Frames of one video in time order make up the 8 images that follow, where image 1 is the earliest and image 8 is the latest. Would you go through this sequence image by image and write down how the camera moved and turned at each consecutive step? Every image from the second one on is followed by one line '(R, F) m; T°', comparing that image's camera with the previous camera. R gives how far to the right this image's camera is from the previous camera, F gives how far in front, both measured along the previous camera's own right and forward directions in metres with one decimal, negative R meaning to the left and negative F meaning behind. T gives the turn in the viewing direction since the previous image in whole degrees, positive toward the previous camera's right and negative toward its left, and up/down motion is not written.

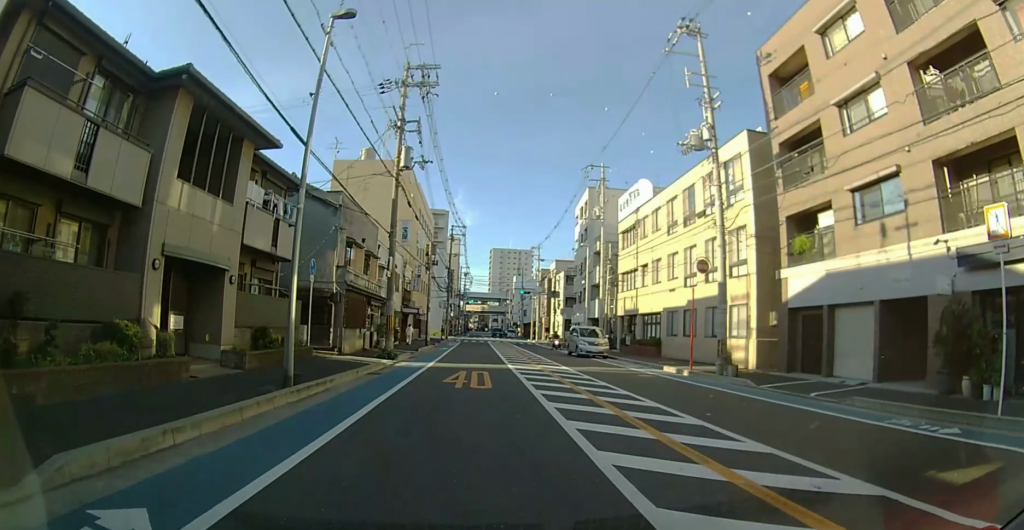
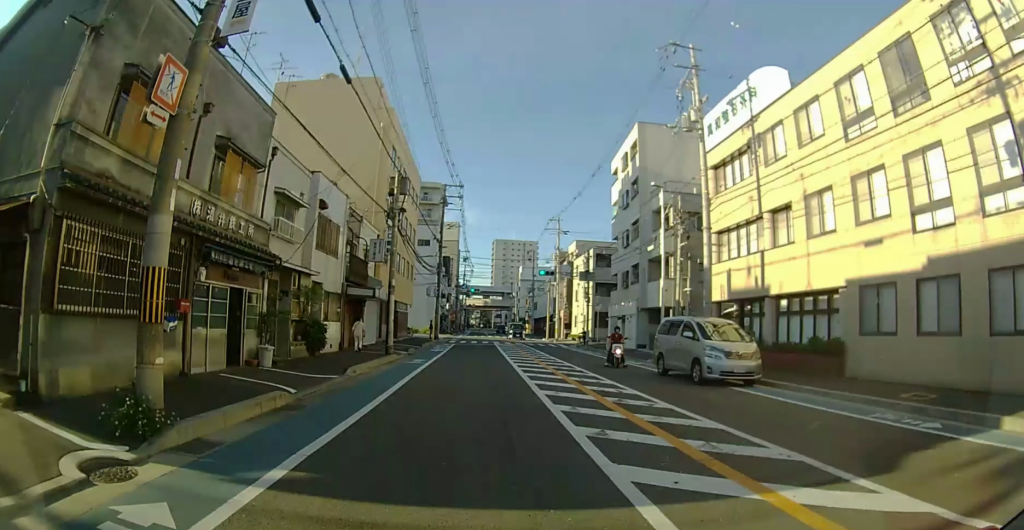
(-0.6, +17.6) m; -4°
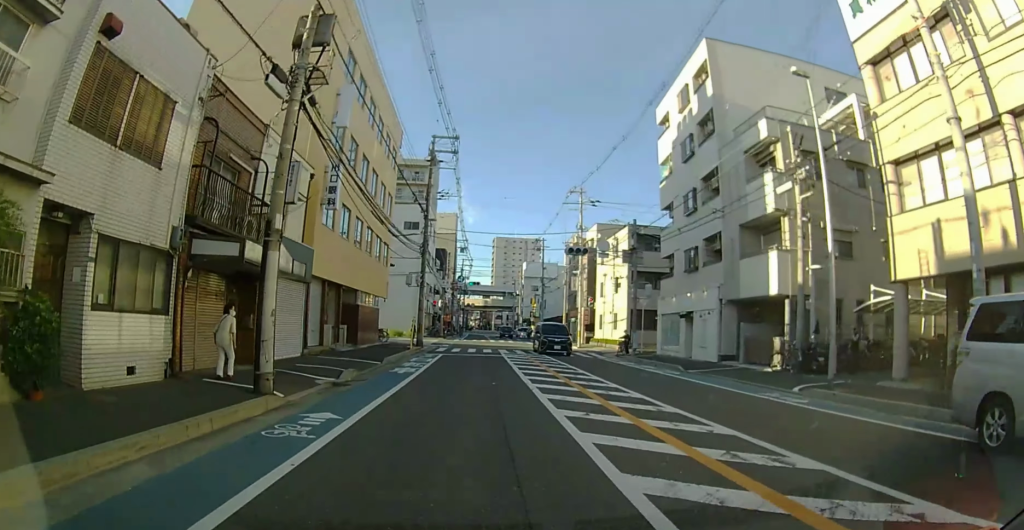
(0.0, +12.8) m; +2°
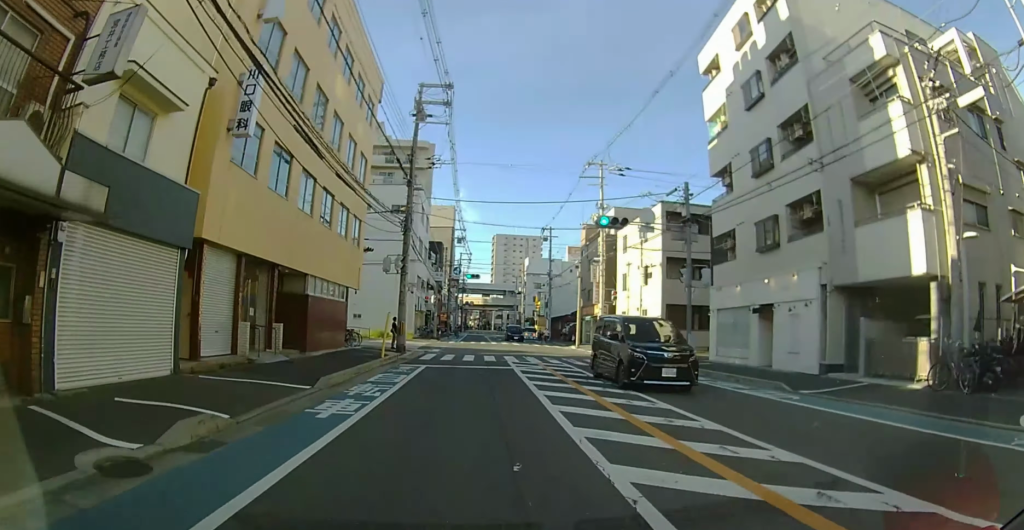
(+0.3, +7.9) m; +2°
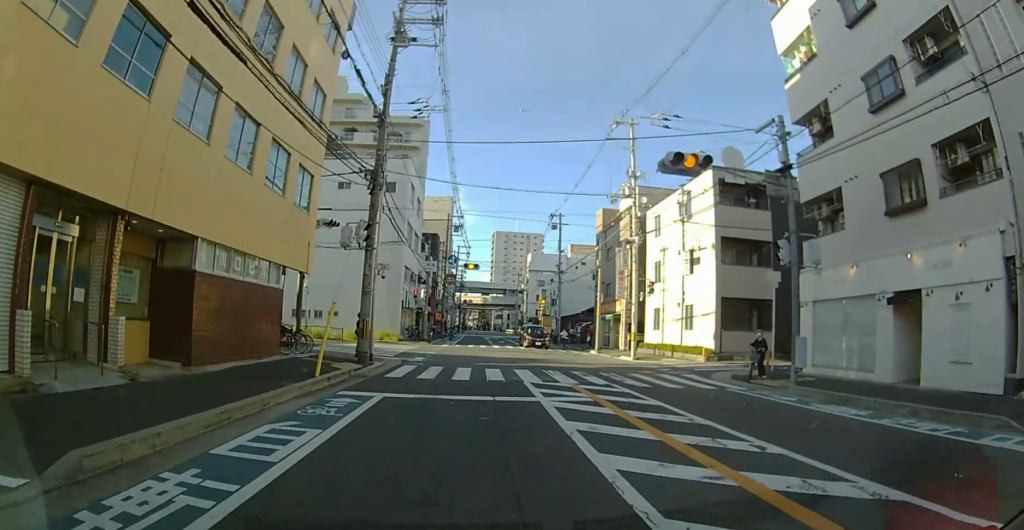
(0.0, +7.8) m; 0°
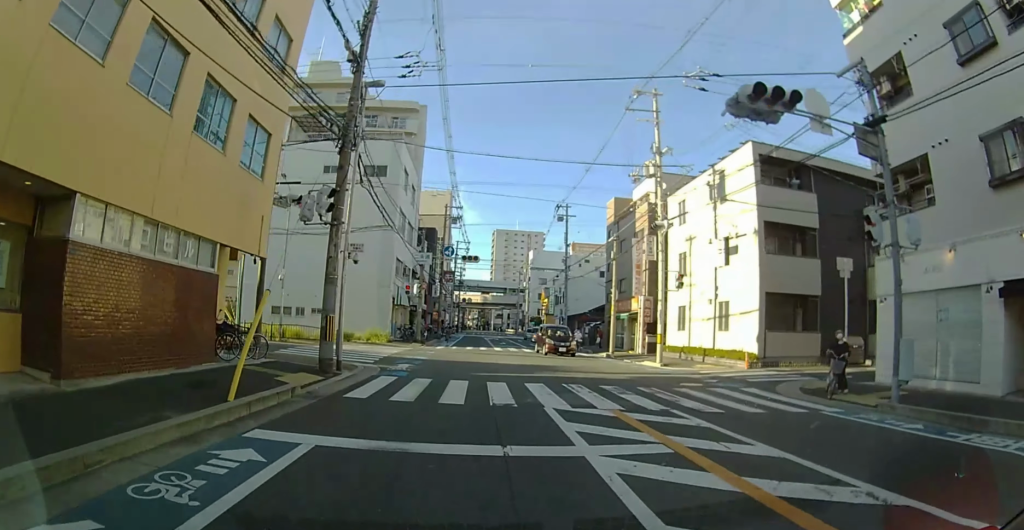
(0.0, +4.5) m; 0°
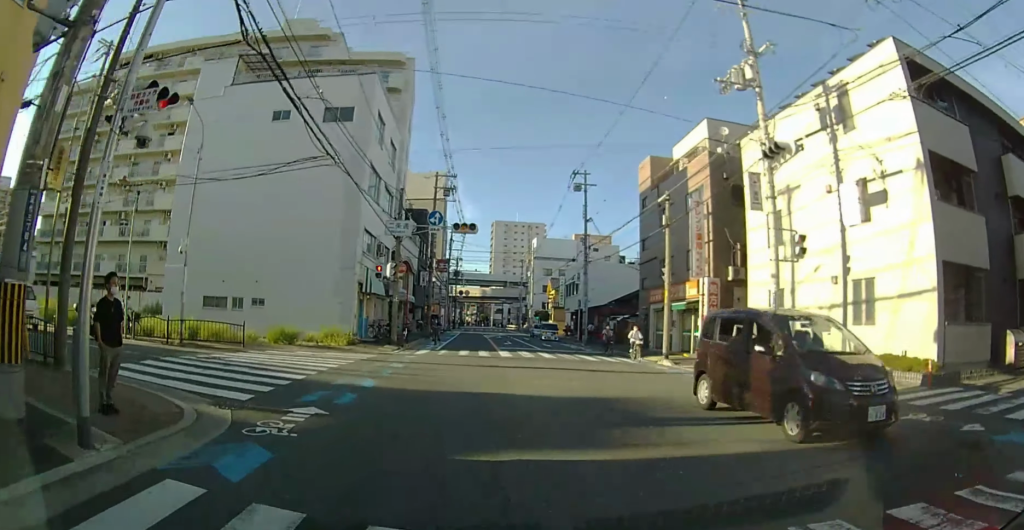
(0.0, +9.8) m; 0°
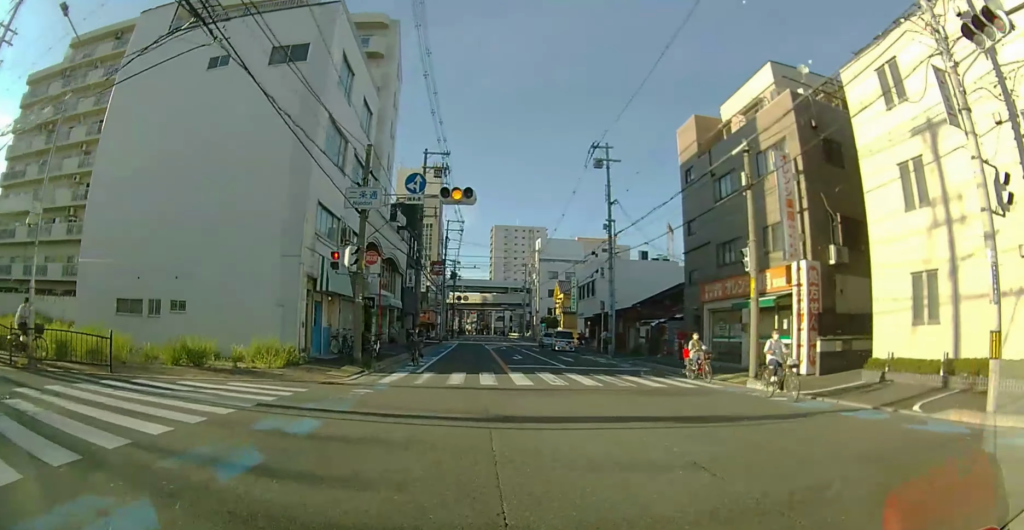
(0.0, +8.4) m; 0°
